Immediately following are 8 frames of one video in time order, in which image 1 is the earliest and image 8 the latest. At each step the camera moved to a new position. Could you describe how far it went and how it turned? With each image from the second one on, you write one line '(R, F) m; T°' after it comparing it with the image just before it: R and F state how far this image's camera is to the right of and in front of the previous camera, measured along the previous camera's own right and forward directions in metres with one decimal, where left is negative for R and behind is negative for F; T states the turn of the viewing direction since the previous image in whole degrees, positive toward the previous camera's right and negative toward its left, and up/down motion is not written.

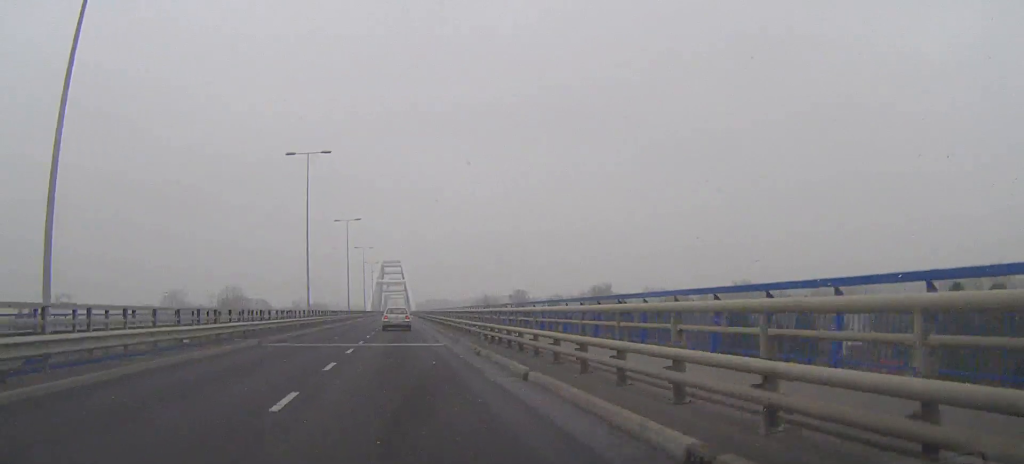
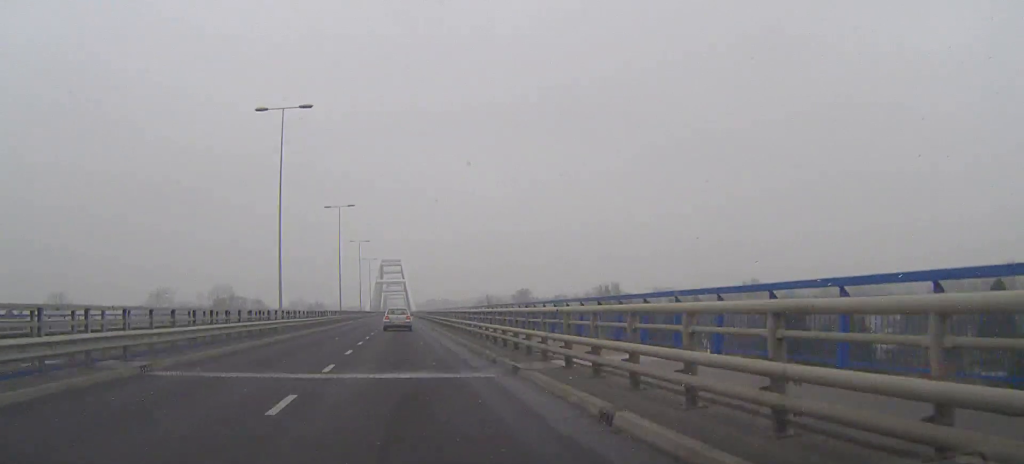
(0.0, +12.1) m; 0°
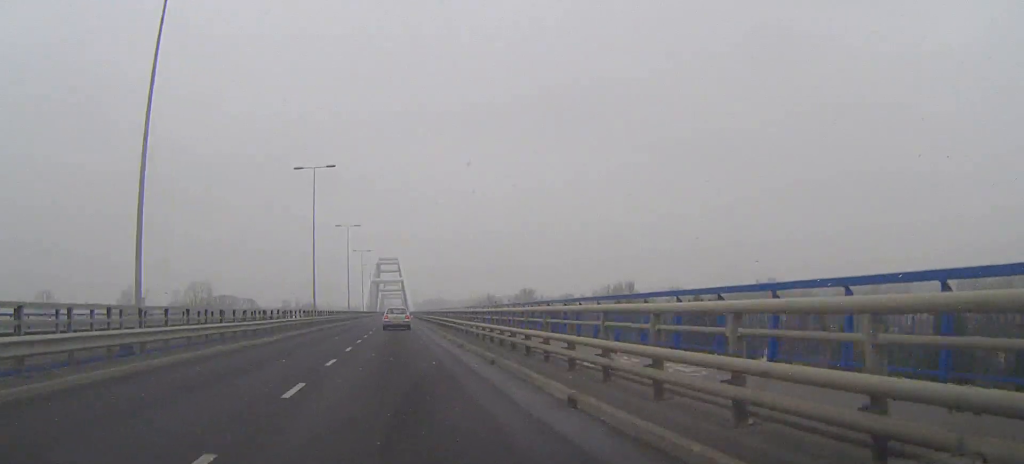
(0.0, +21.8) m; 0°
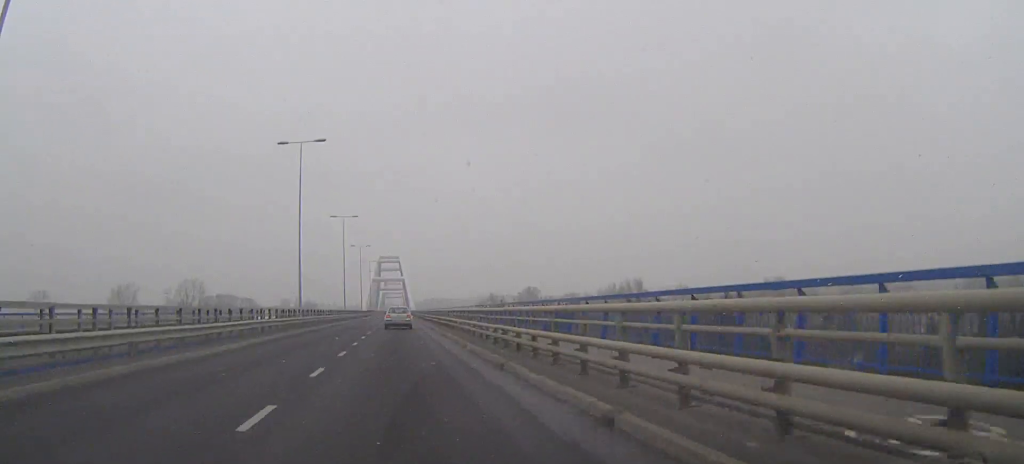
(0.0, +8.9) m; 0°
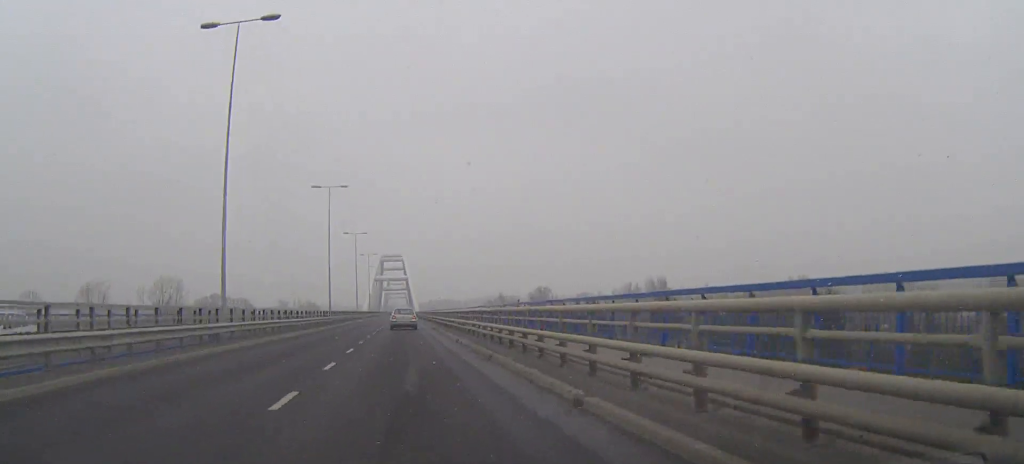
(0.0, +22.6) m; 0°
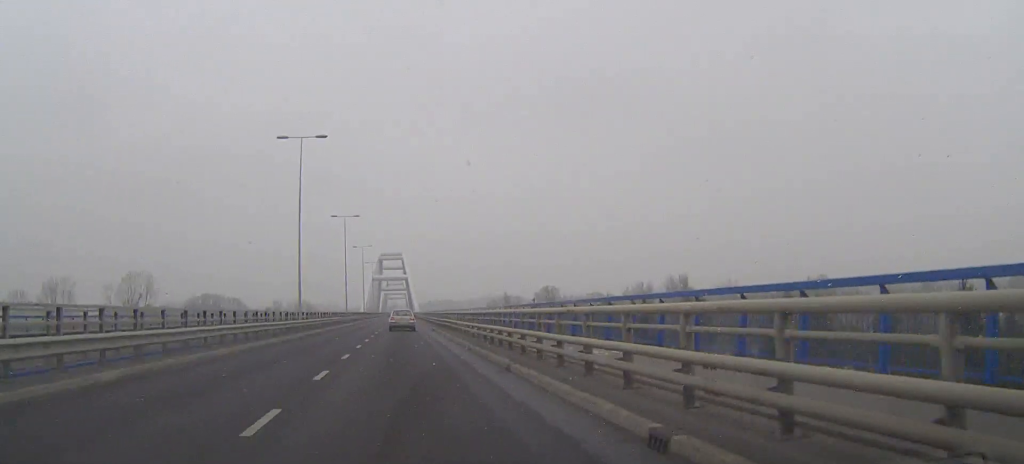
(0.0, +19.4) m; 0°
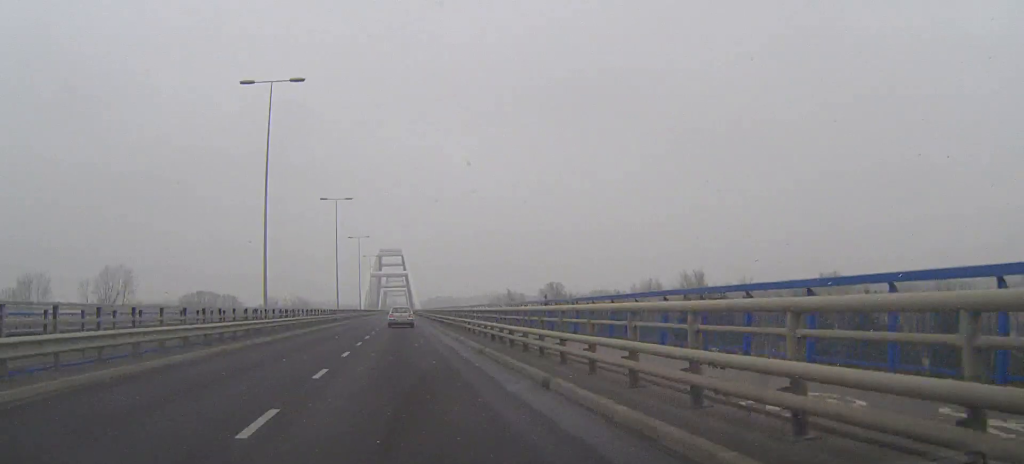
(0.0, +12.1) m; 0°
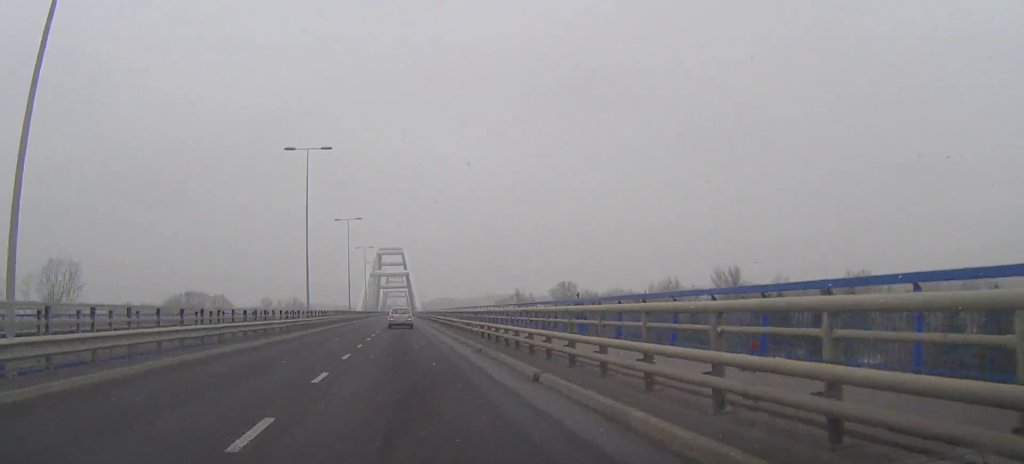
(0.0, +24.4) m; 0°
